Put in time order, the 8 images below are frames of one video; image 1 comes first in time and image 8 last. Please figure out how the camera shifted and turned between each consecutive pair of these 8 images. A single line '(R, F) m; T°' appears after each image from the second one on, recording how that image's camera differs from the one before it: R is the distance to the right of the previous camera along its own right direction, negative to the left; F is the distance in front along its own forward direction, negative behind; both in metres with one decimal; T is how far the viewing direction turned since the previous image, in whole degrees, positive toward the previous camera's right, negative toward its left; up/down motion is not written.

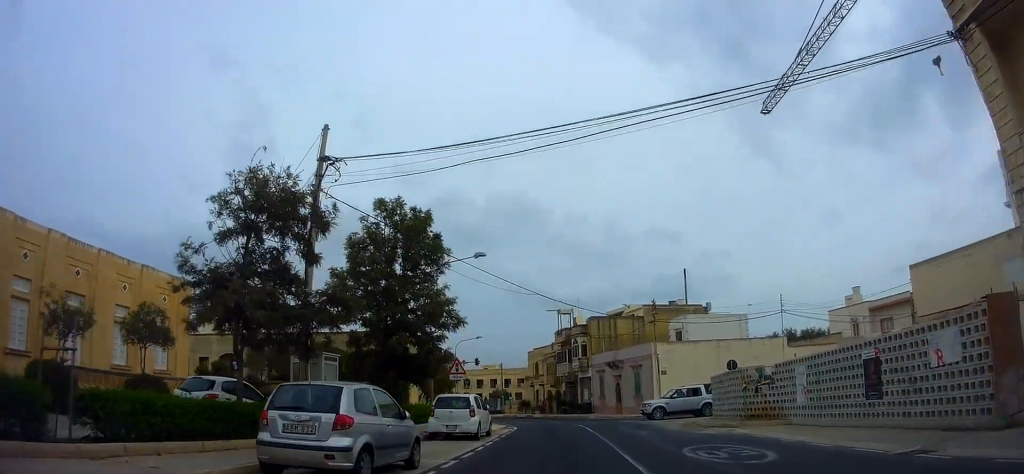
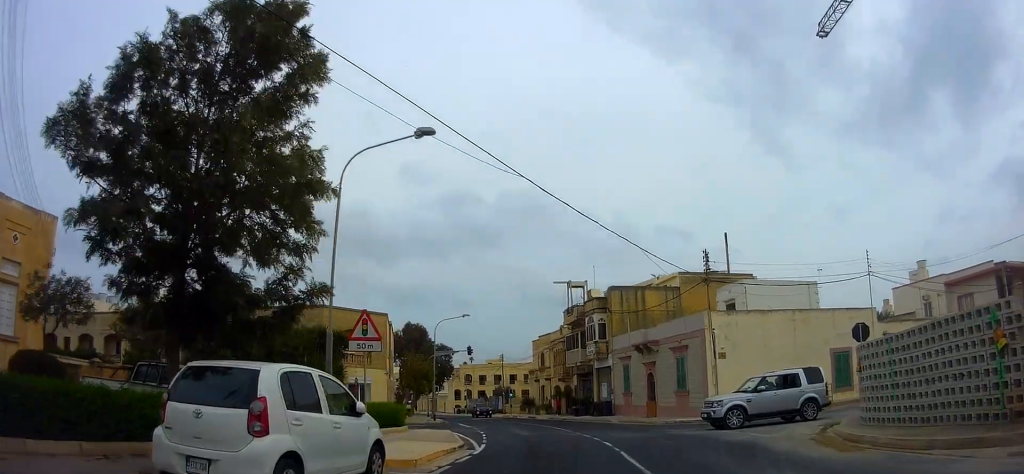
(0.0, +12.6) m; -2°
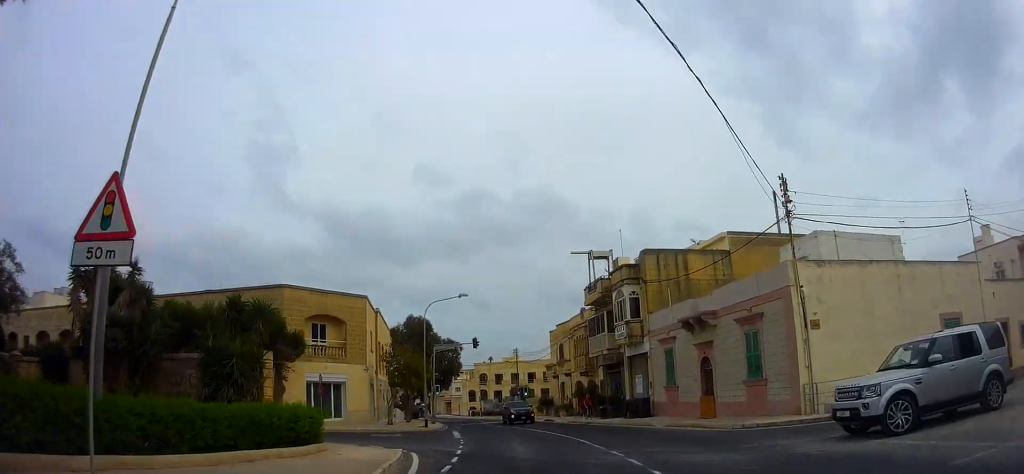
(-0.4, +8.9) m; -3°
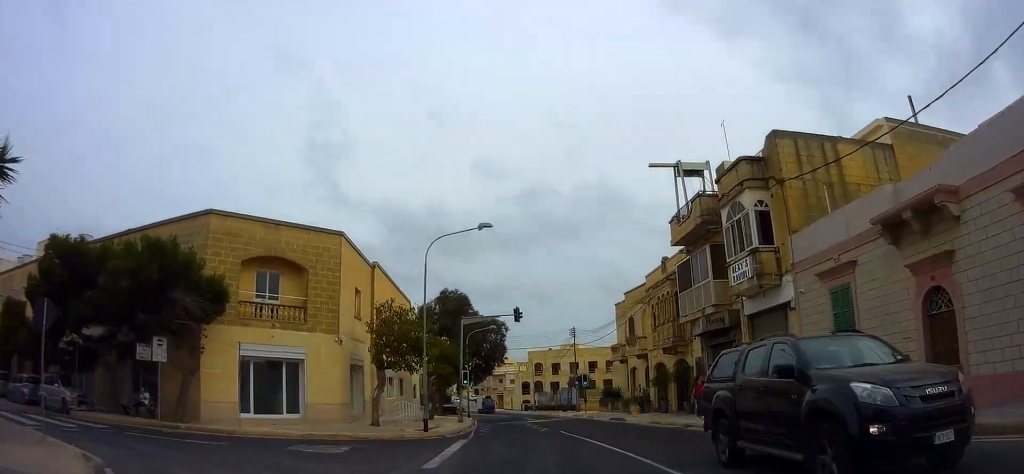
(-0.5, +13.2) m; -5°
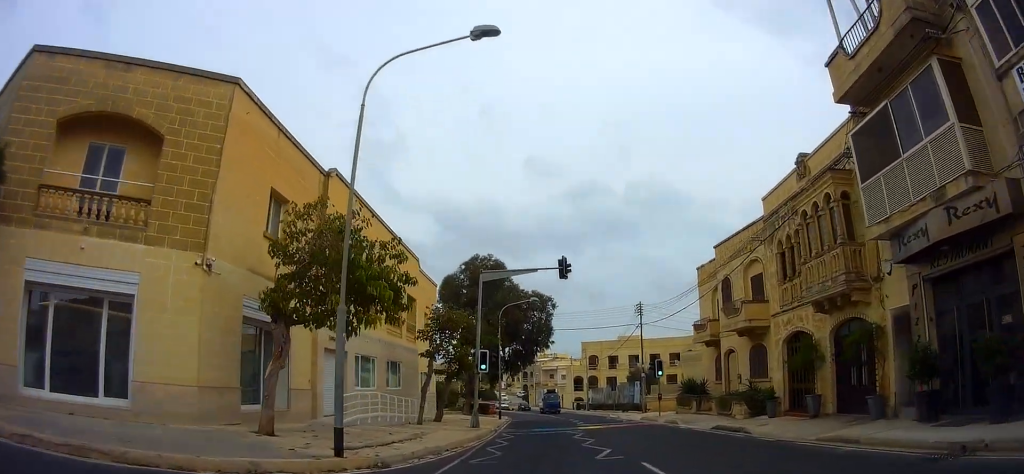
(-0.1, +12.6) m; -2°
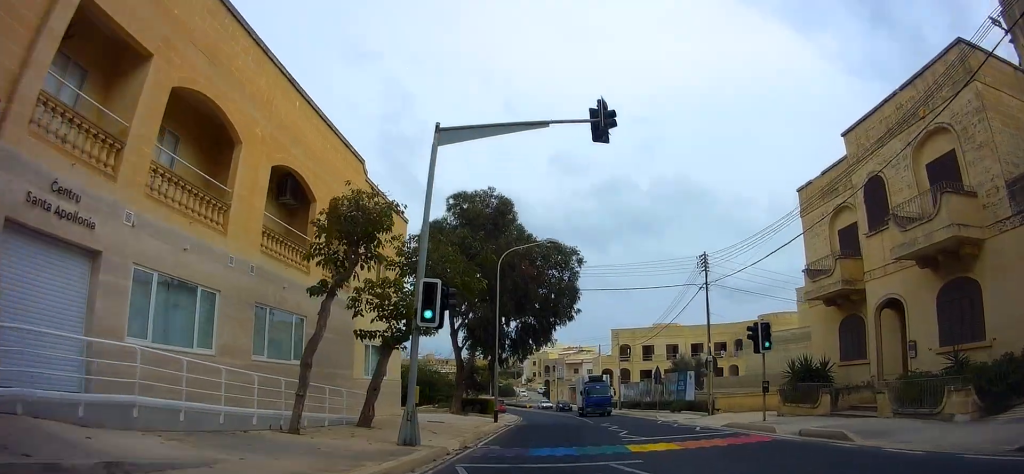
(-1.2, +12.6) m; -7°
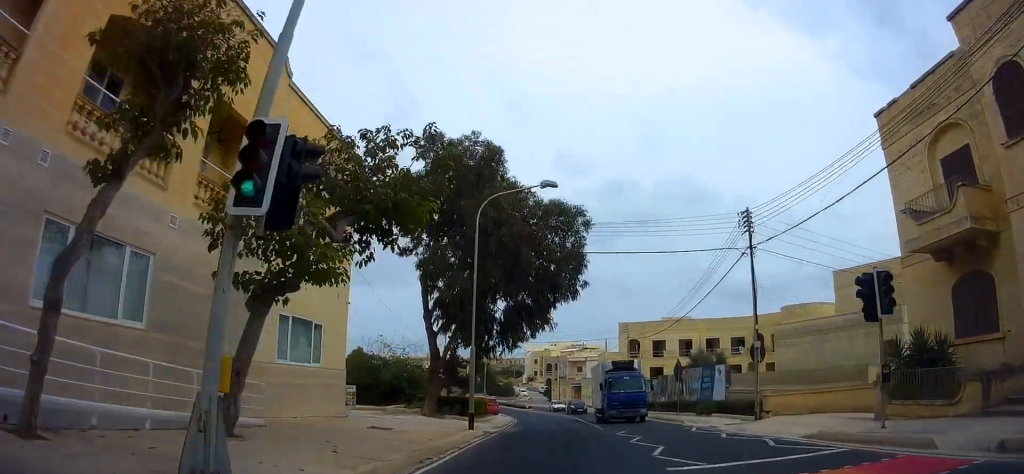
(0.0, +6.6) m; 0°
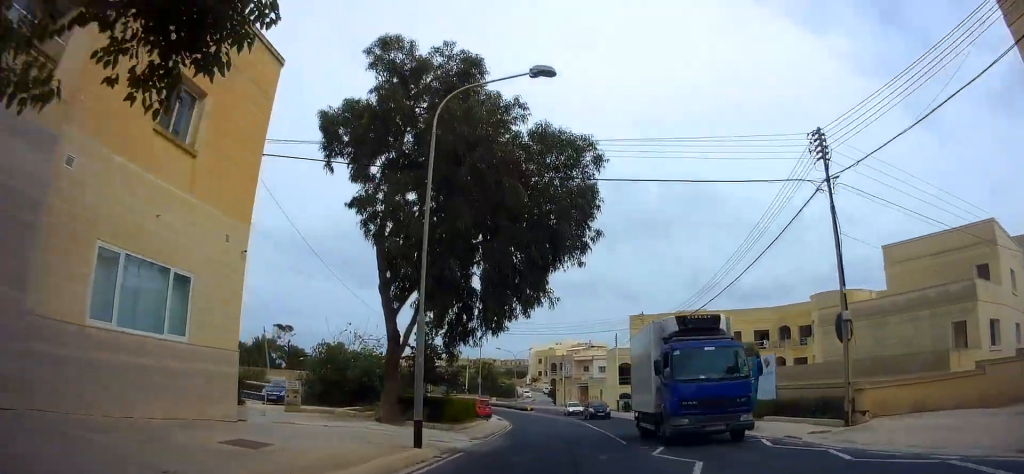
(+0.5, +6.8) m; +2°
